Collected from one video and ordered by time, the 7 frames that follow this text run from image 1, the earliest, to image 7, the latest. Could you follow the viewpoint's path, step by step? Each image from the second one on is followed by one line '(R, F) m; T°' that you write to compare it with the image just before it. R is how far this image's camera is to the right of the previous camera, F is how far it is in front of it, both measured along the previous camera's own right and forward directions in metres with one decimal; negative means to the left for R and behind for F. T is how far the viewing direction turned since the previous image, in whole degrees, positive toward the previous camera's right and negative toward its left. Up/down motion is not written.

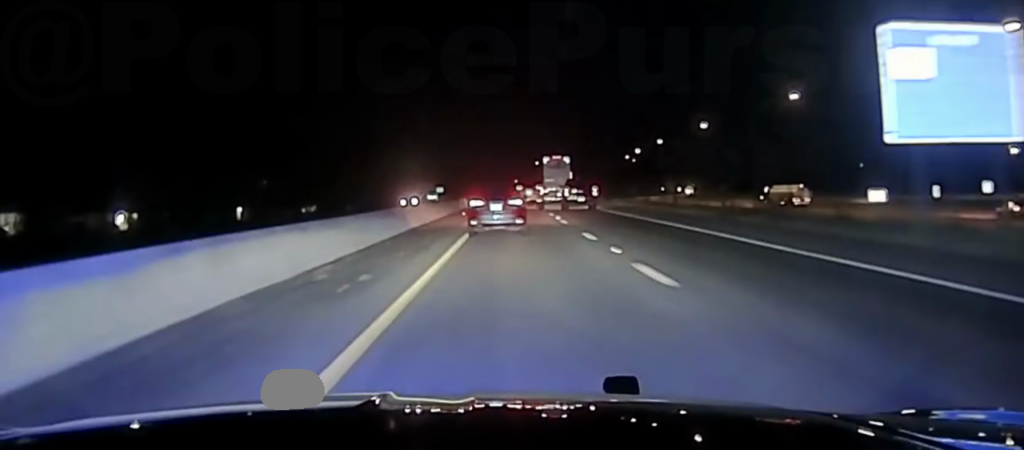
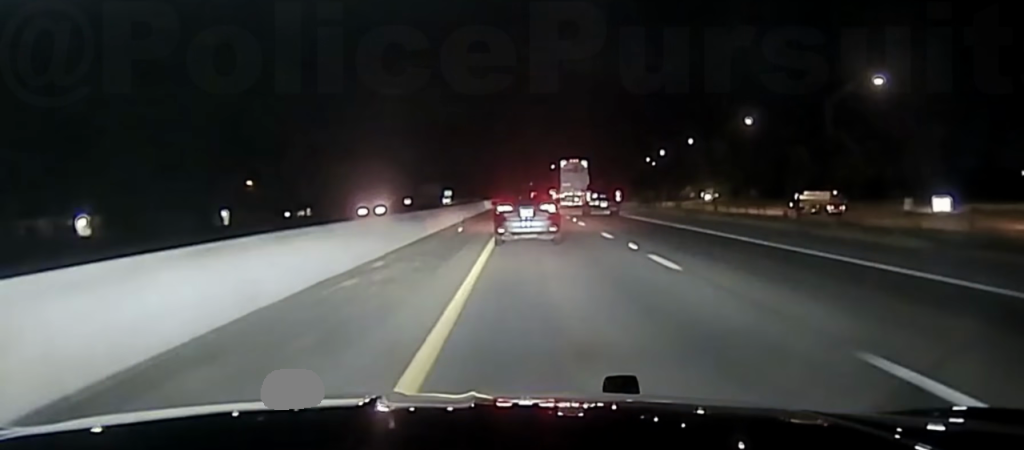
(-0.4, +21.3) m; 0°
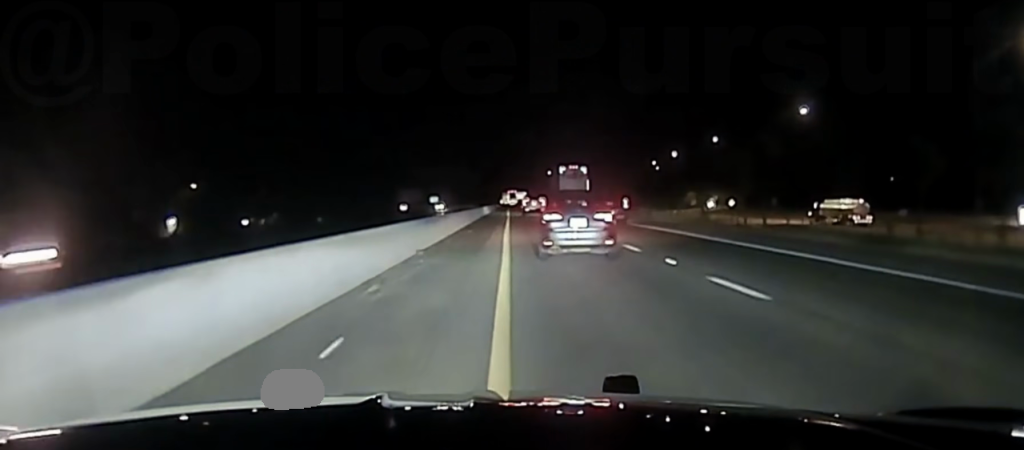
(+0.5, +26.9) m; +1°
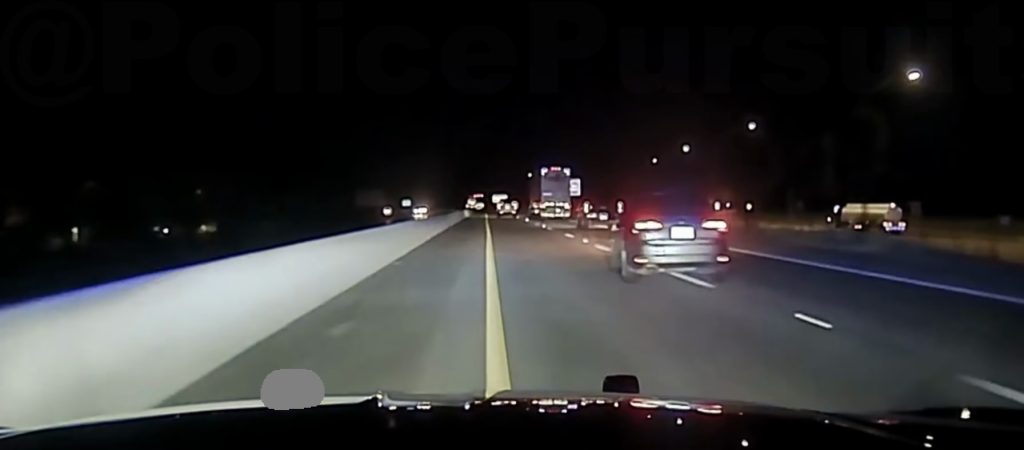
(+0.2, +33.9) m; +1°
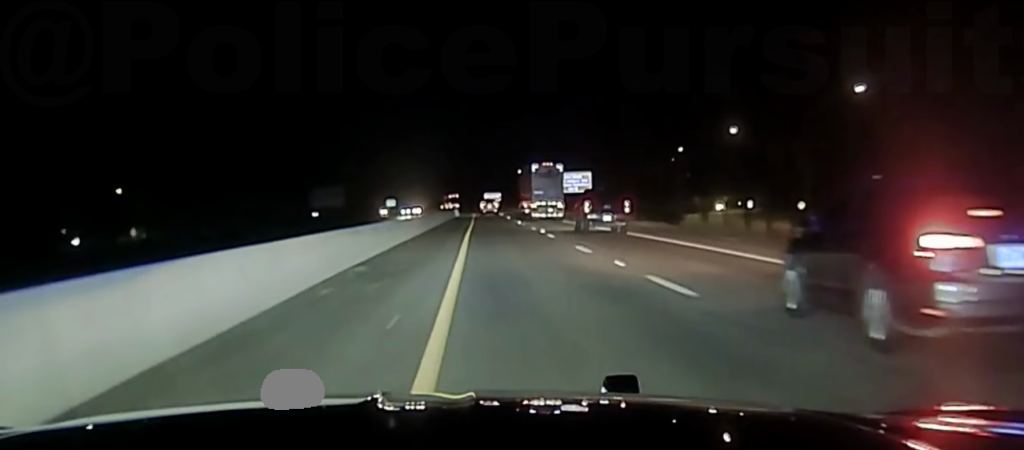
(+0.5, +40.2) m; 0°
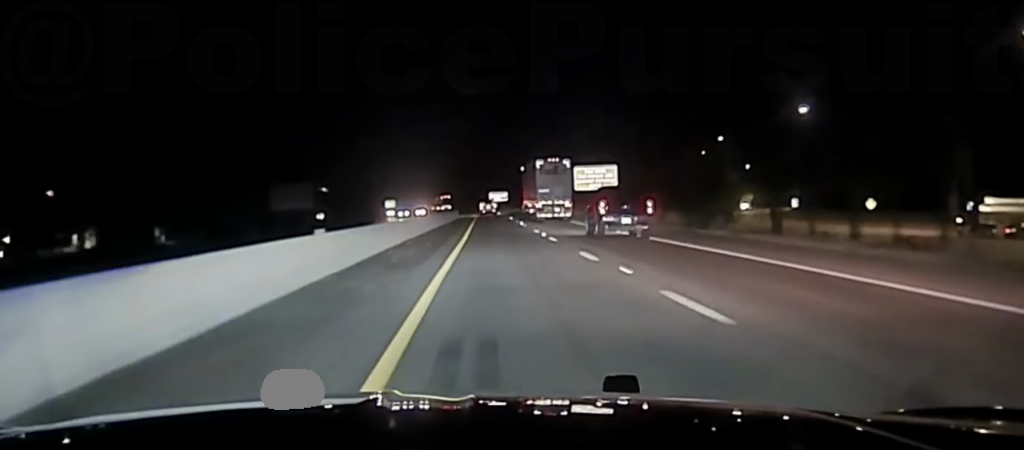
(-0.3, +28.5) m; 0°
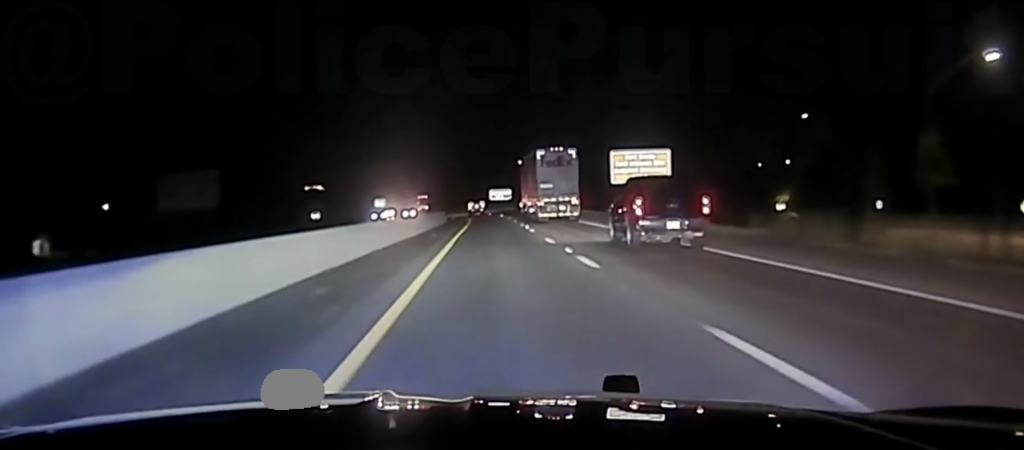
(-0.1, +40.4) m; 0°
